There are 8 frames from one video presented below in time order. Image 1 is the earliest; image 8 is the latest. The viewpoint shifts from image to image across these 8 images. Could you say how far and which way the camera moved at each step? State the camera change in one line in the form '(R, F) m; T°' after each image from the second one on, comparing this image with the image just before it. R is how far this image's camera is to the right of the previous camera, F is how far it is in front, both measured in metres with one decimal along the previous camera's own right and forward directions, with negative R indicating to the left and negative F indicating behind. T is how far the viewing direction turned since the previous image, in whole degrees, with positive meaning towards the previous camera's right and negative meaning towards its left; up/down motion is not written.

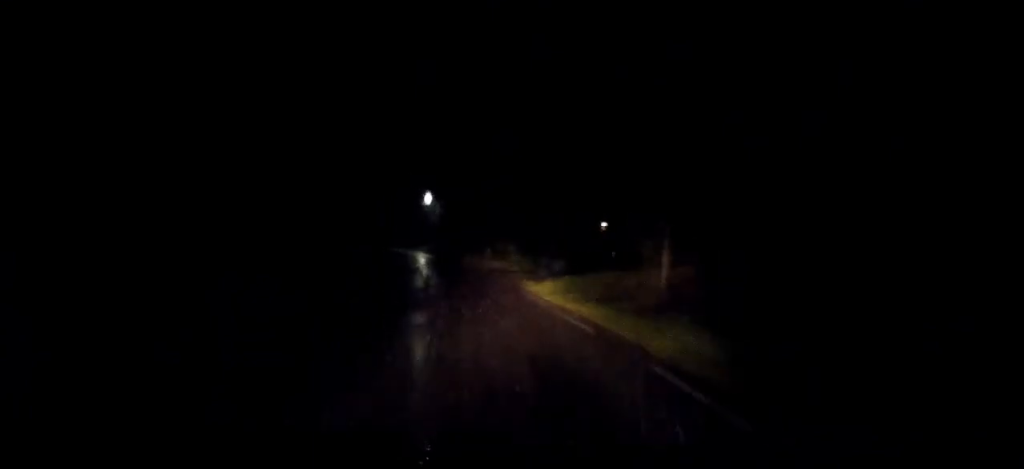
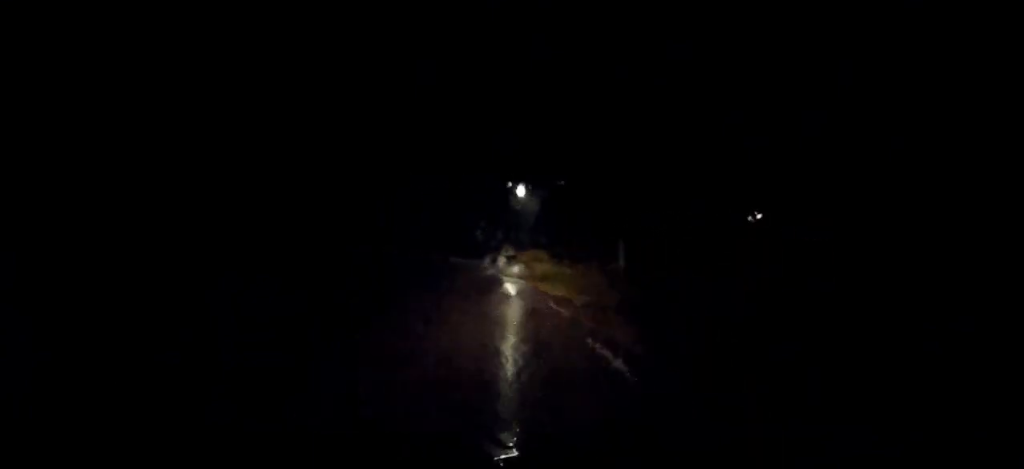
(-1.6, +21.4) m; -10°
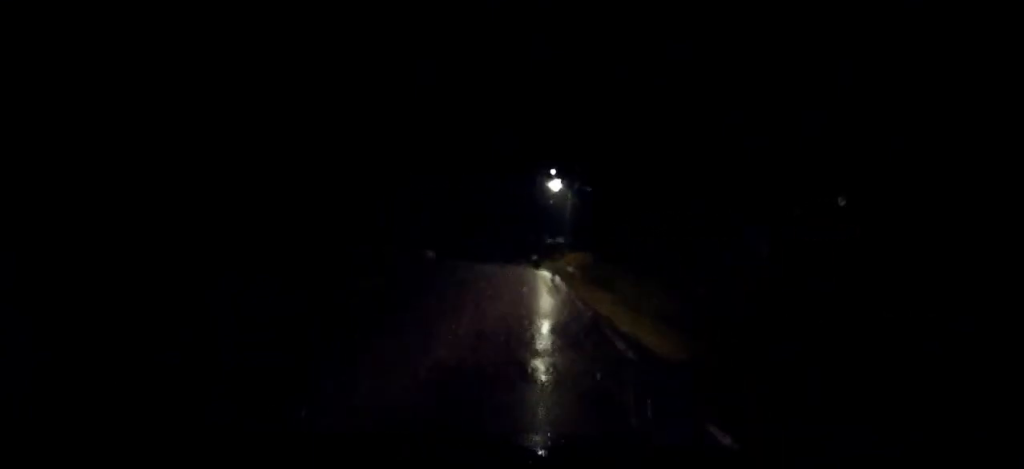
(-0.6, +10.7) m; -4°
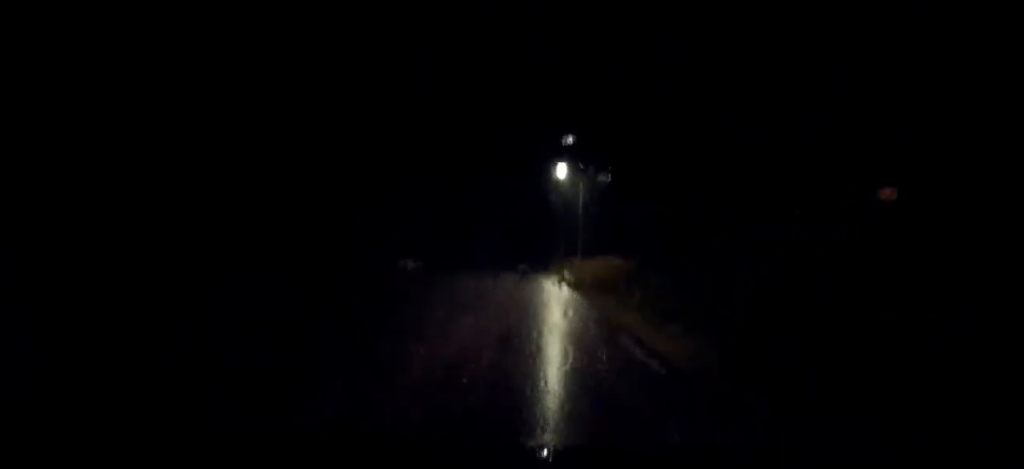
(-0.3, +12.8) m; -1°
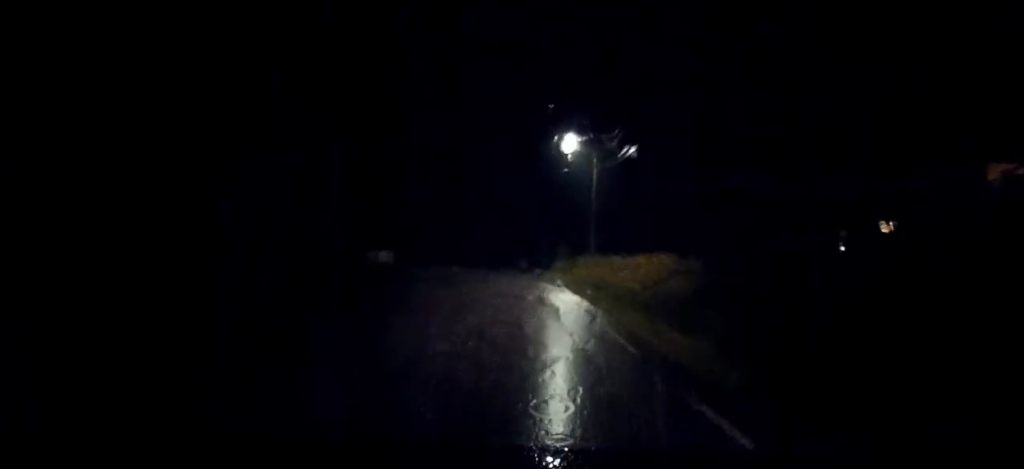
(+0.1, +10.6) m; +1°
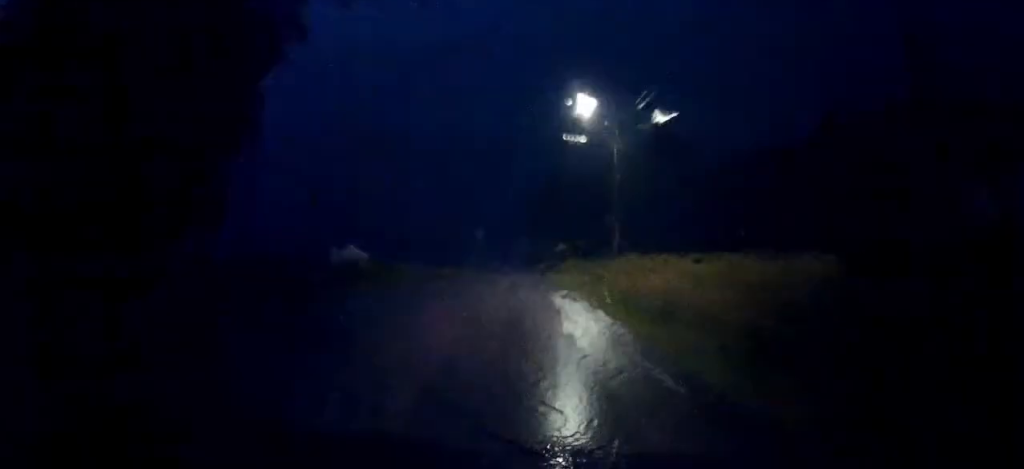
(0.0, +8.8) m; 0°
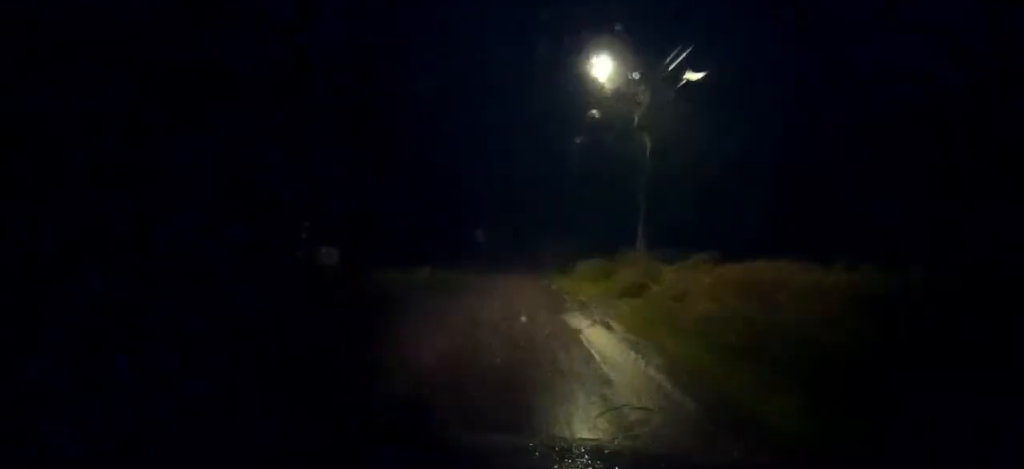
(0.0, +6.5) m; 0°
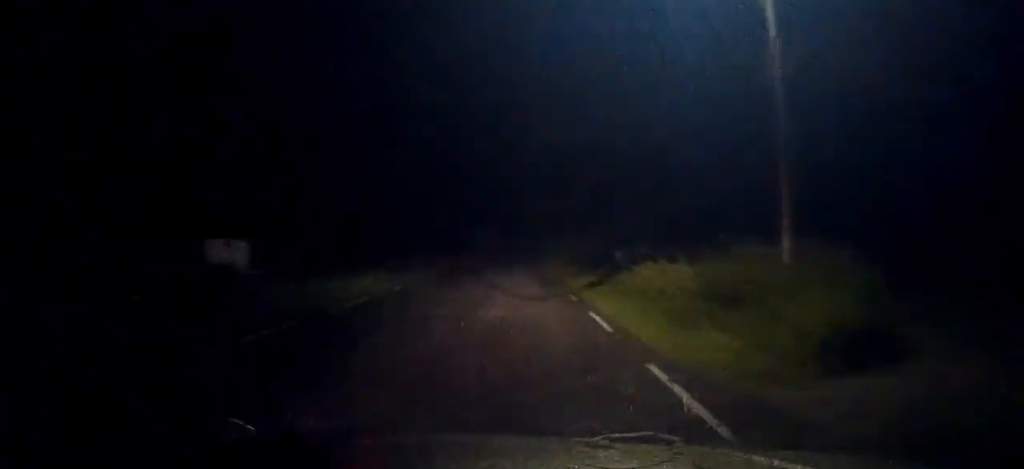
(-0.1, +13.0) m; 0°
